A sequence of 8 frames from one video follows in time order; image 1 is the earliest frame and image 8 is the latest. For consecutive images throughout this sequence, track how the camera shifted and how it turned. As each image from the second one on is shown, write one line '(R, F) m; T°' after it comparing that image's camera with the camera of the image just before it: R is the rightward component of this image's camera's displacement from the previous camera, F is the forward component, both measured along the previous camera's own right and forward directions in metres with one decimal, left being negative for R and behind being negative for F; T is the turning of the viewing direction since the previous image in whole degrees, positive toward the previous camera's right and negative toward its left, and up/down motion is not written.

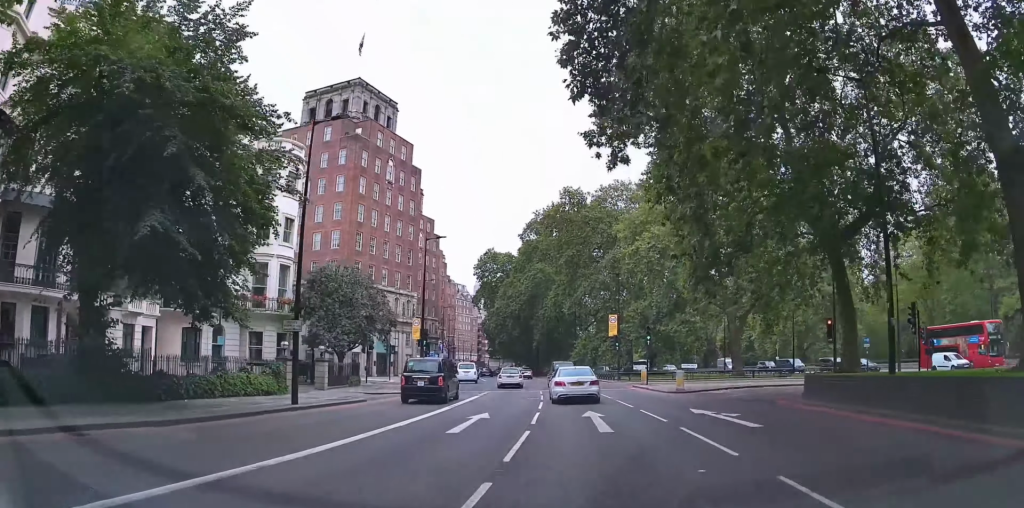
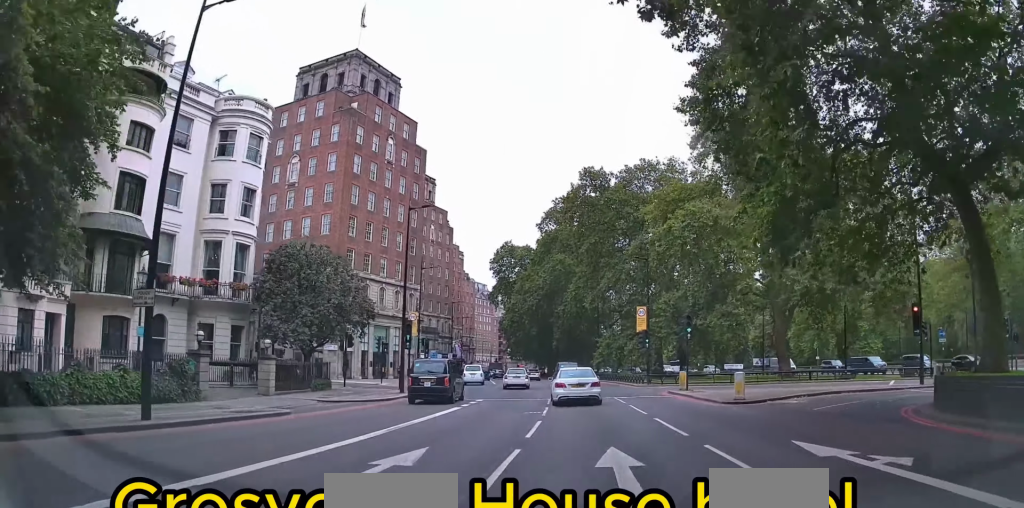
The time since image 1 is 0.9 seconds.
(-0.1, +7.3) m; -1°
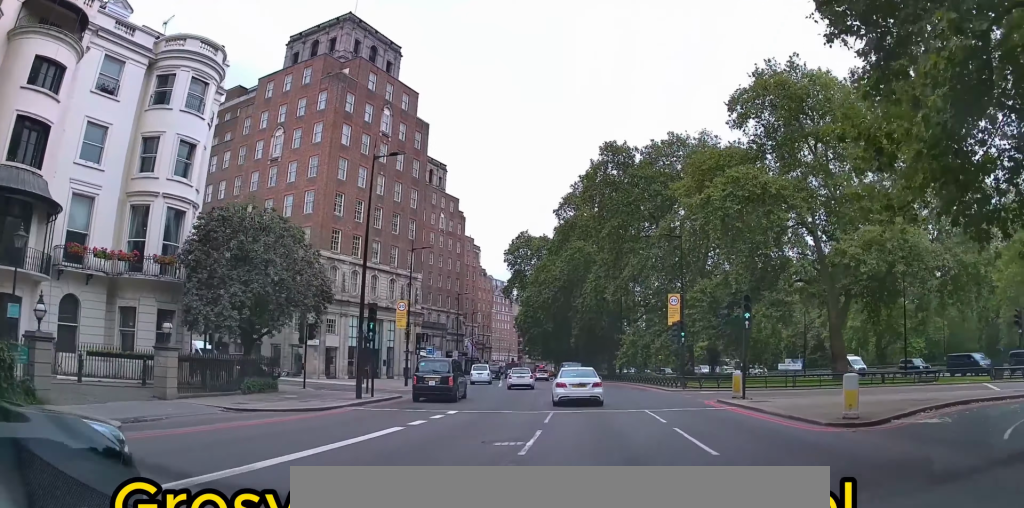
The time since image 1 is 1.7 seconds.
(0.0, +7.4) m; 0°
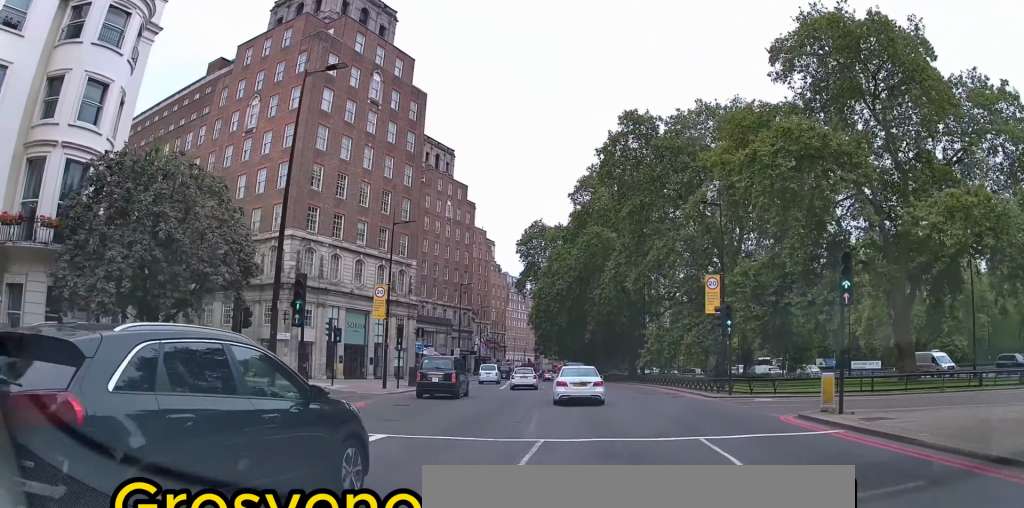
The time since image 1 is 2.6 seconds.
(0.0, +7.2) m; 0°
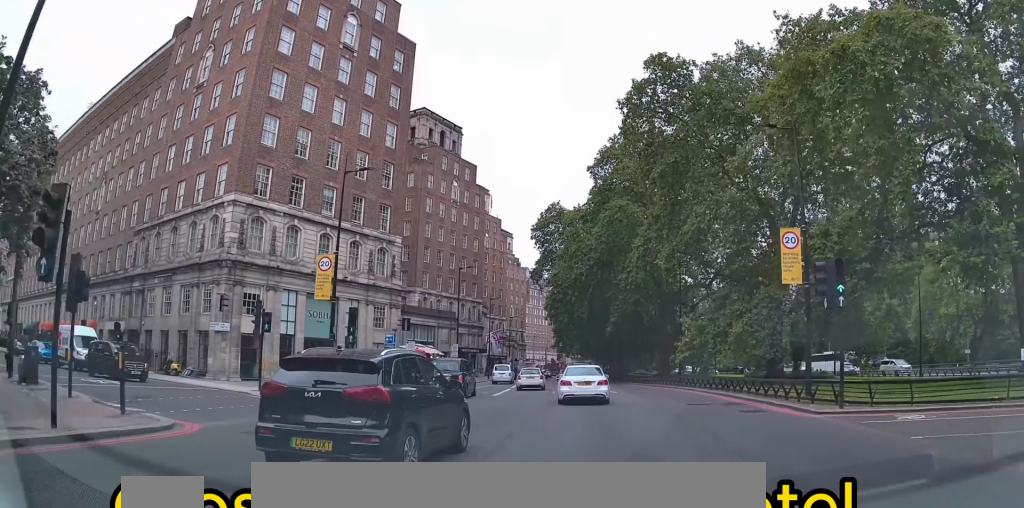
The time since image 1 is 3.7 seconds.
(0.0, +9.8) m; -1°
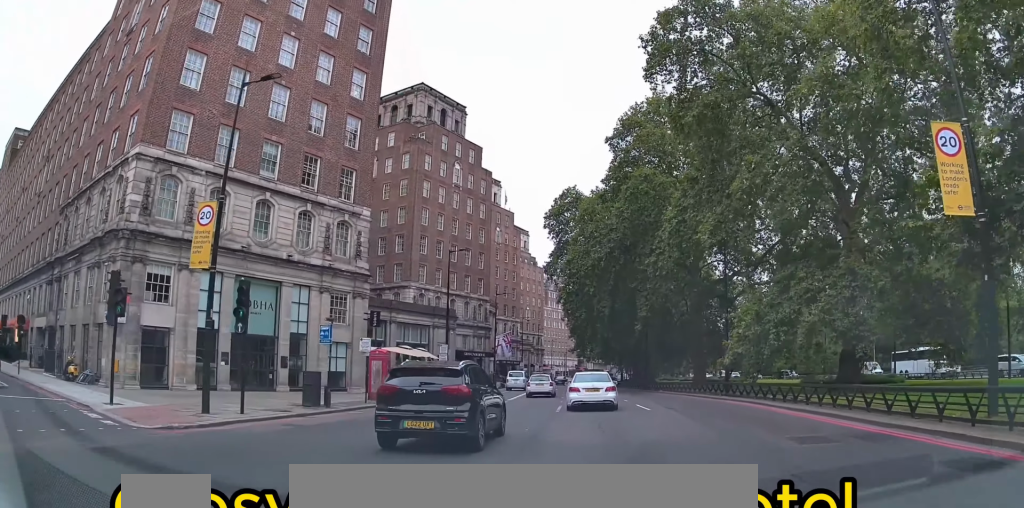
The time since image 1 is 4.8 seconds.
(-0.2, +10.1) m; -1°
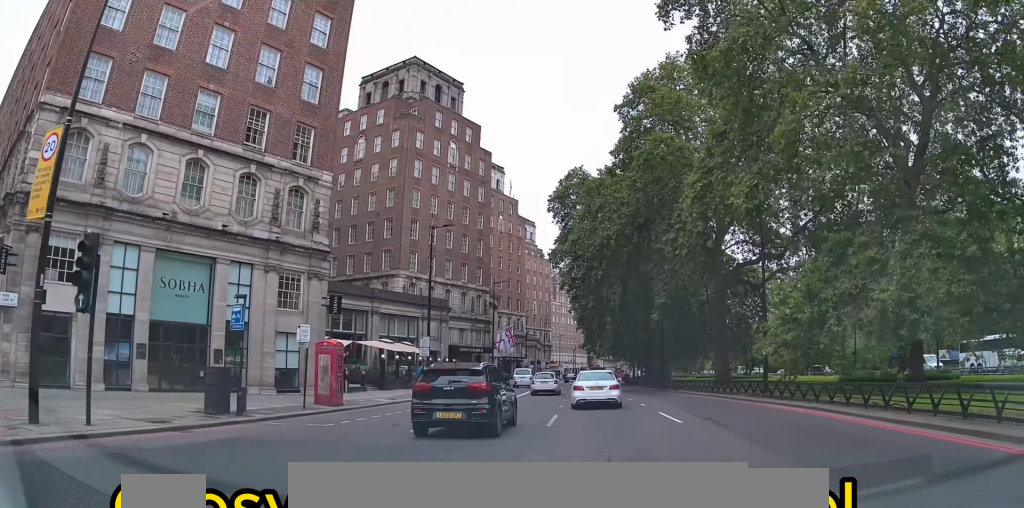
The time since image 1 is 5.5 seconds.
(0.0, +6.9) m; 0°
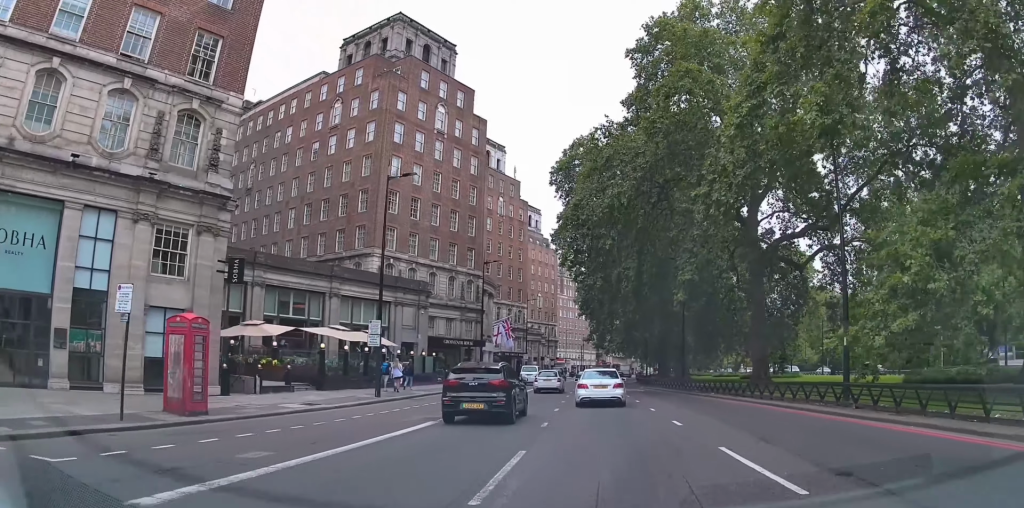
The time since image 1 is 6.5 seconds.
(+0.1, +9.6) m; -2°
